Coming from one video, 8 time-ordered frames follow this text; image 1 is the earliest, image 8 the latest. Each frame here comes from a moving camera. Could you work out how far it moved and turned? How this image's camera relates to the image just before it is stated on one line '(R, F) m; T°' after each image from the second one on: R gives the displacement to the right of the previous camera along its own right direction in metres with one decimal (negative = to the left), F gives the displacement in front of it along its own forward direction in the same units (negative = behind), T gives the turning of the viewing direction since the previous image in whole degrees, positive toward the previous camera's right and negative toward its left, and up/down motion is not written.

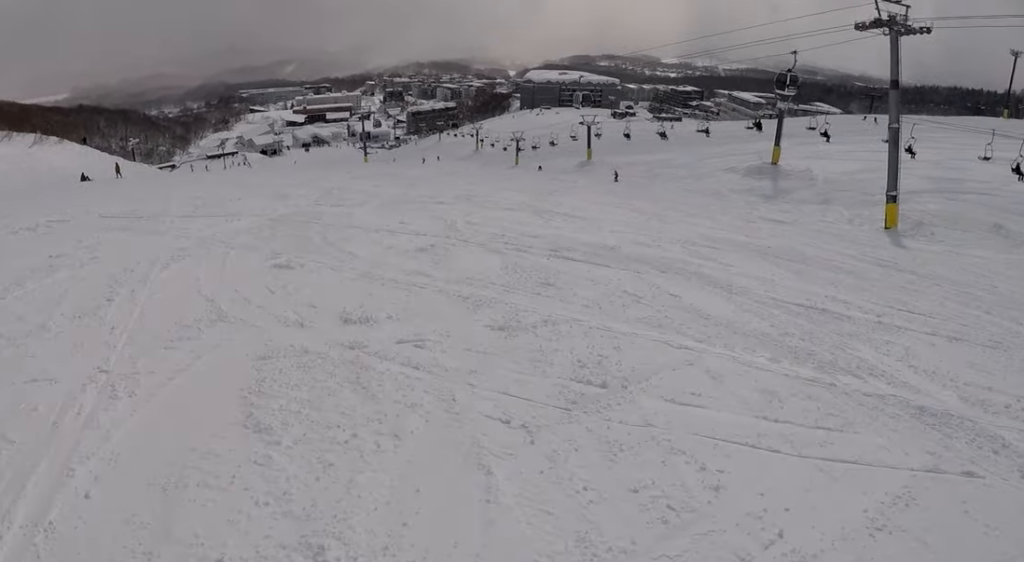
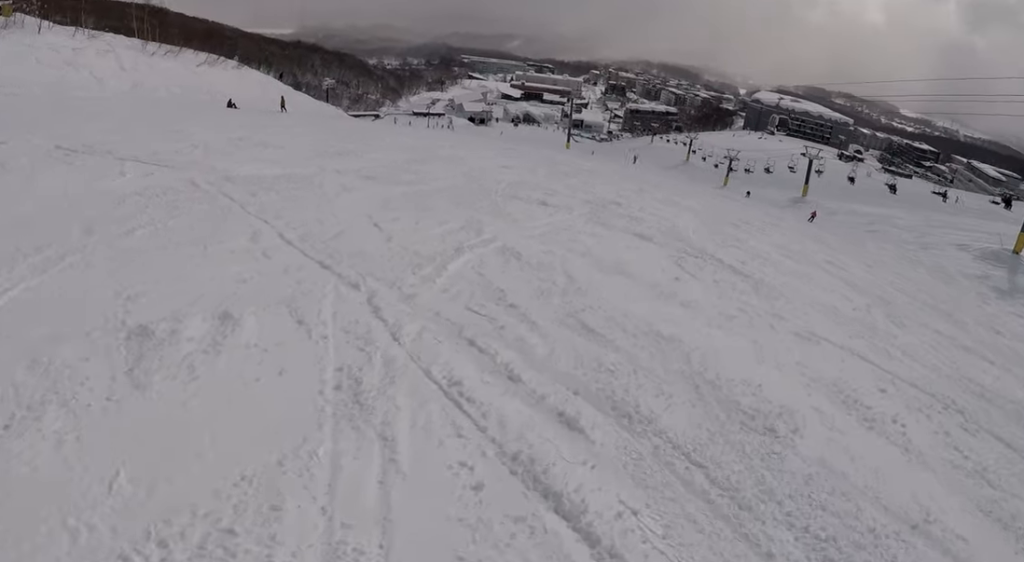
(+0.2, +8.1) m; -5°
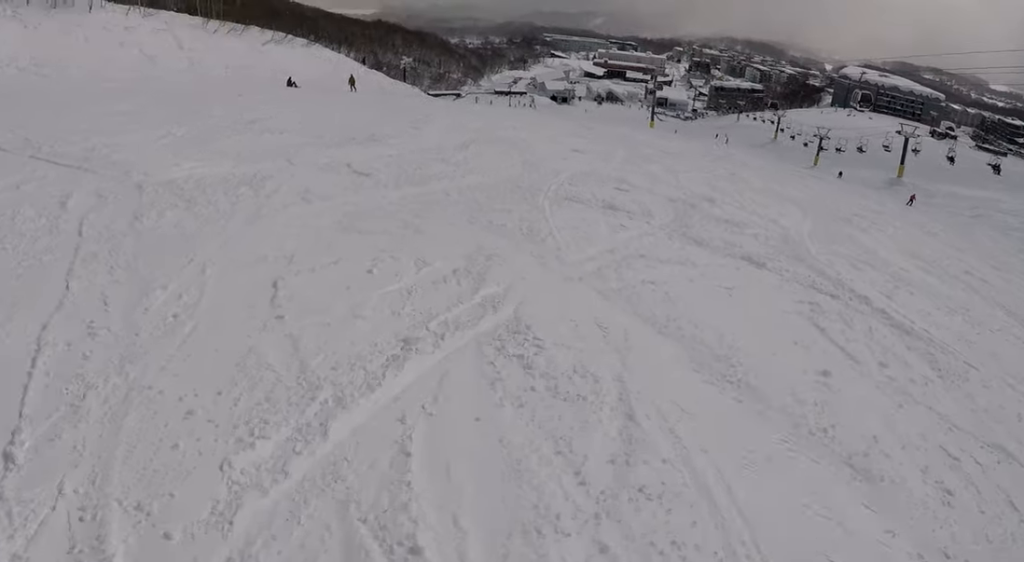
(+0.3, +3.8) m; -7°
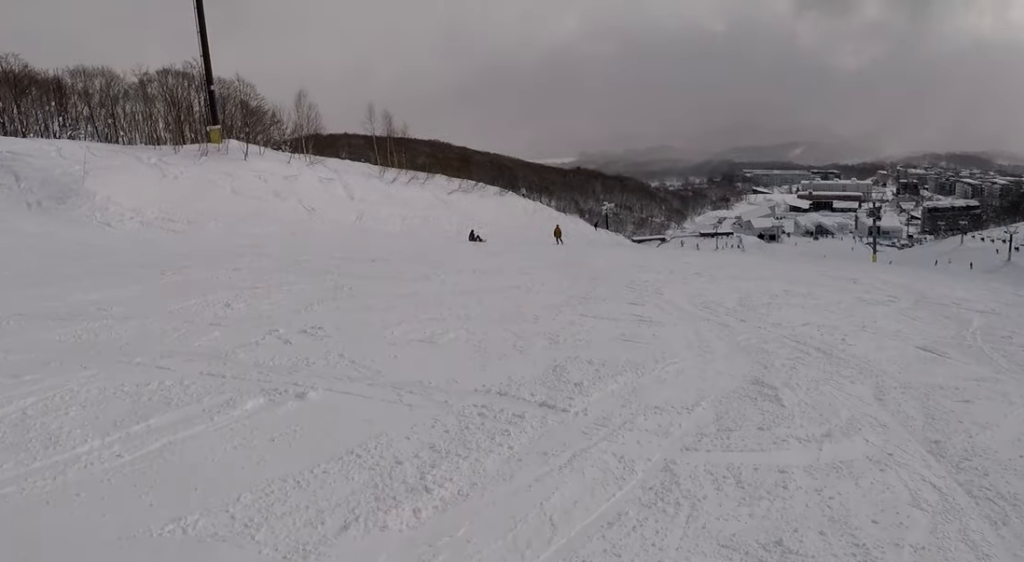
(-2.8, +8.8) m; -24°
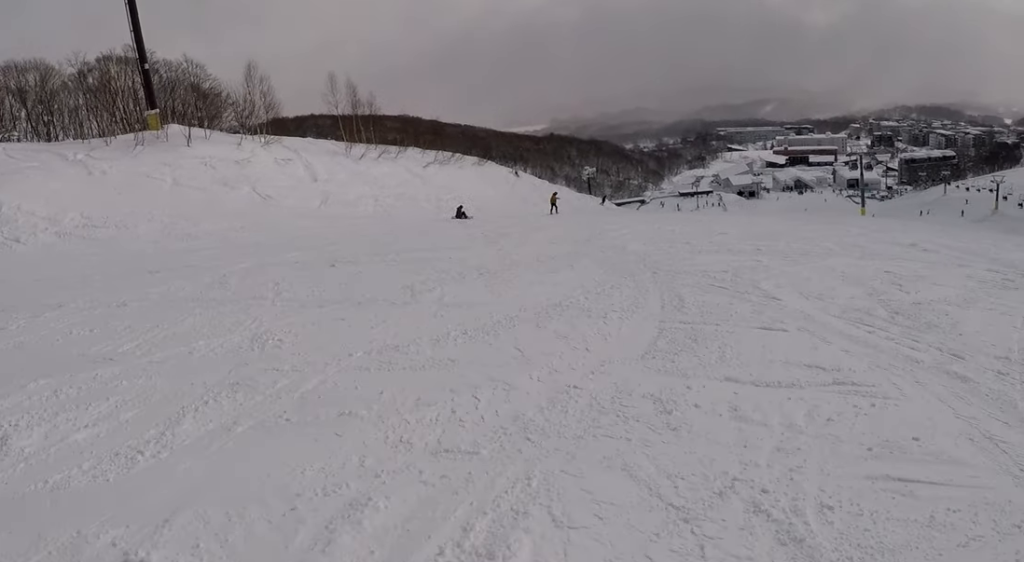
(-0.8, +5.5) m; -1°
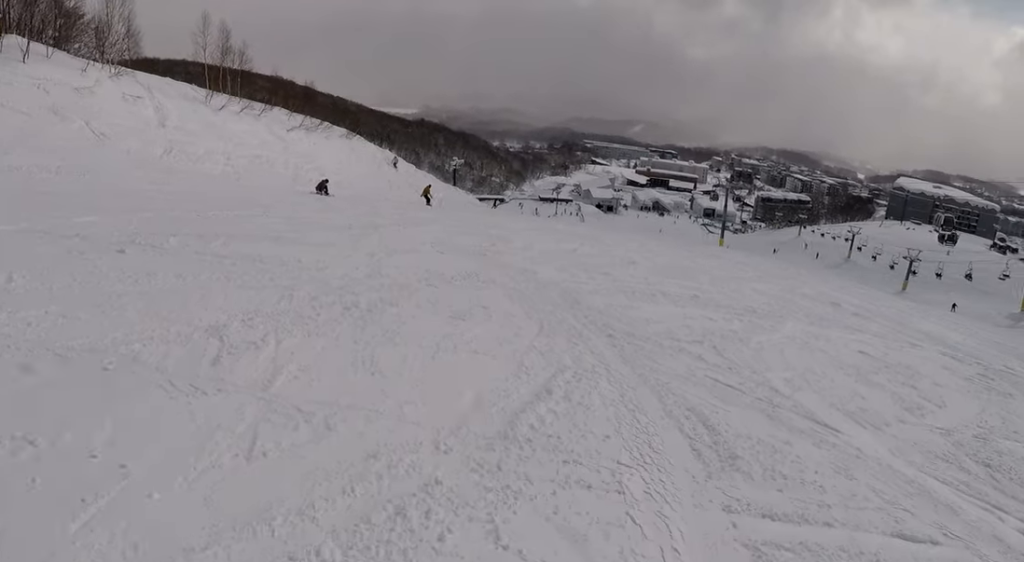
(+0.6, +4.6) m; +9°
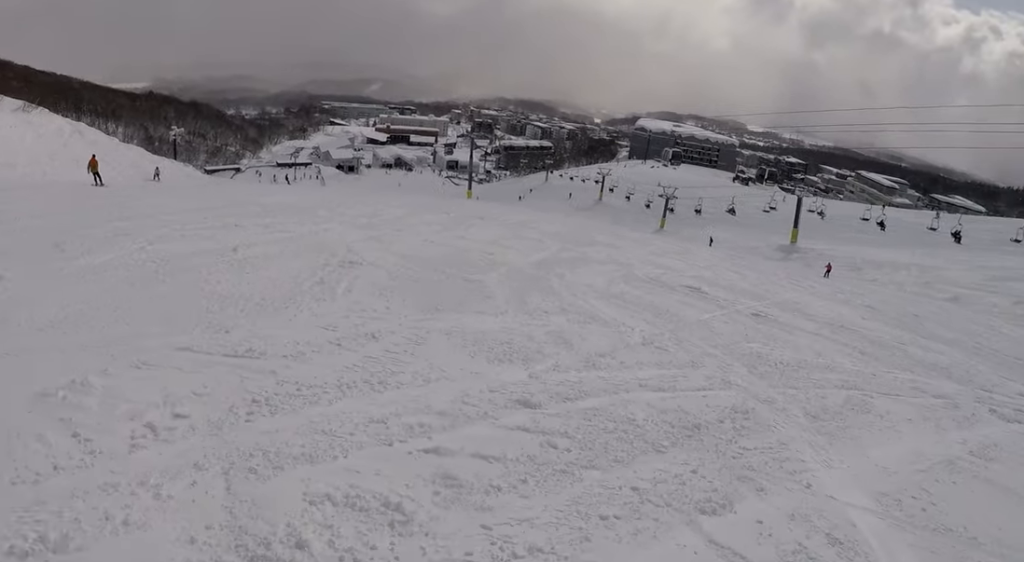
(+1.8, +10.1) m; +23°
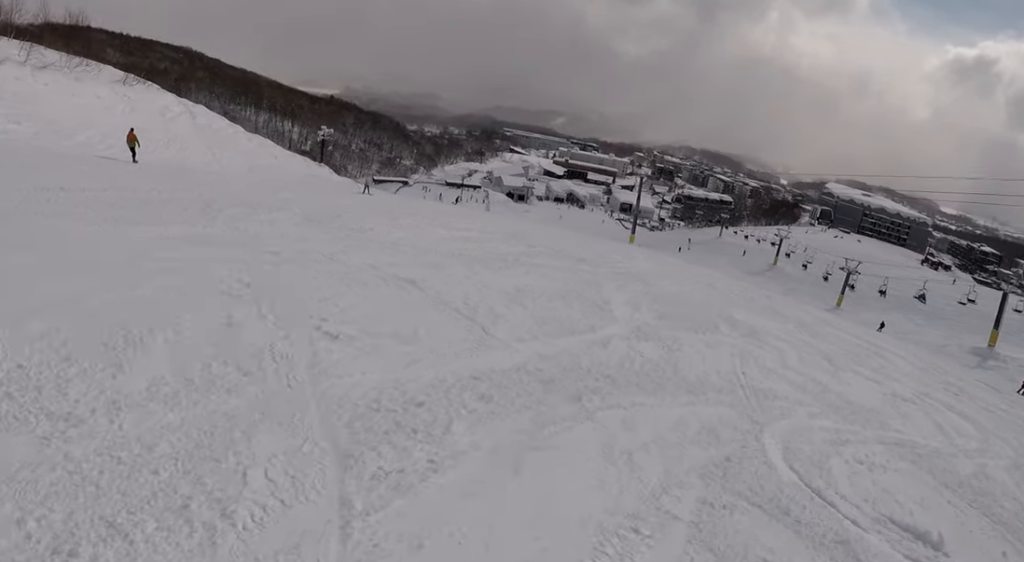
(+1.5, +9.3) m; +3°
